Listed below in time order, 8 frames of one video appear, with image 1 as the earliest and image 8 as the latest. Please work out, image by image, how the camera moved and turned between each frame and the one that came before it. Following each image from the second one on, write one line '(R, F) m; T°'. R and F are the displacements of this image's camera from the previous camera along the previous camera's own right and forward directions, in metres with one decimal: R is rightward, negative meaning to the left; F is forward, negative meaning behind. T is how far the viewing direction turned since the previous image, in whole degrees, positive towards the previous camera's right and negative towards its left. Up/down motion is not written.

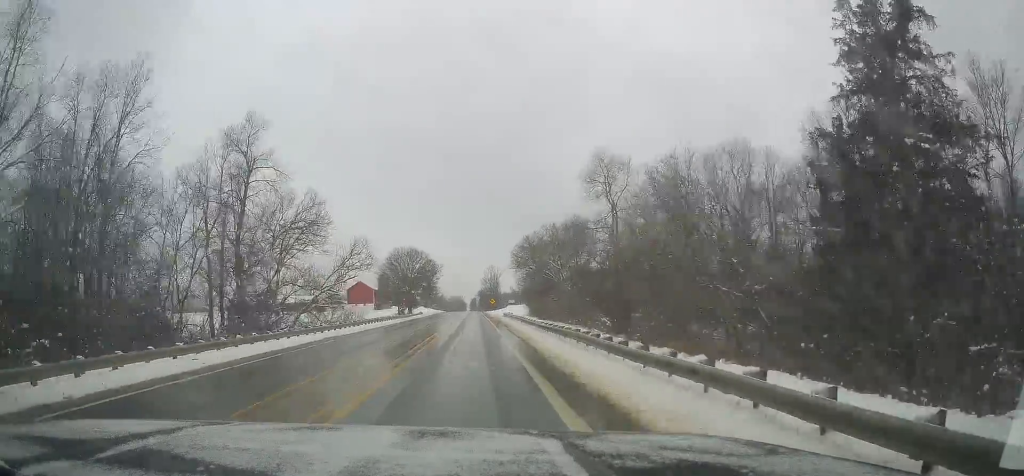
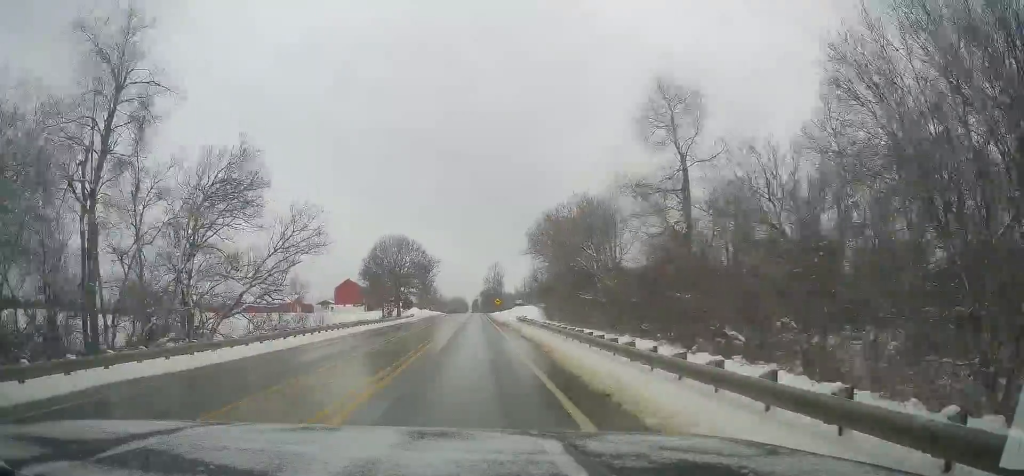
(+0.4, +21.3) m; +1°
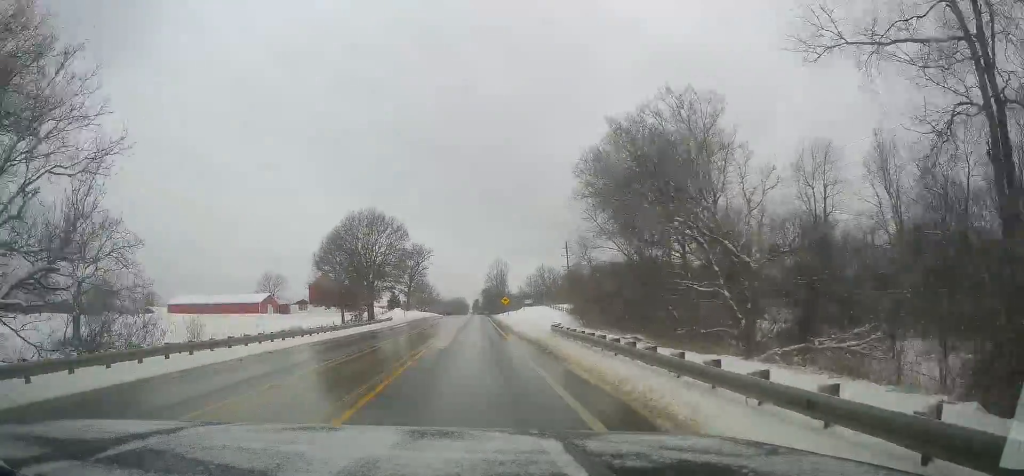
(0.0, +28.8) m; 0°
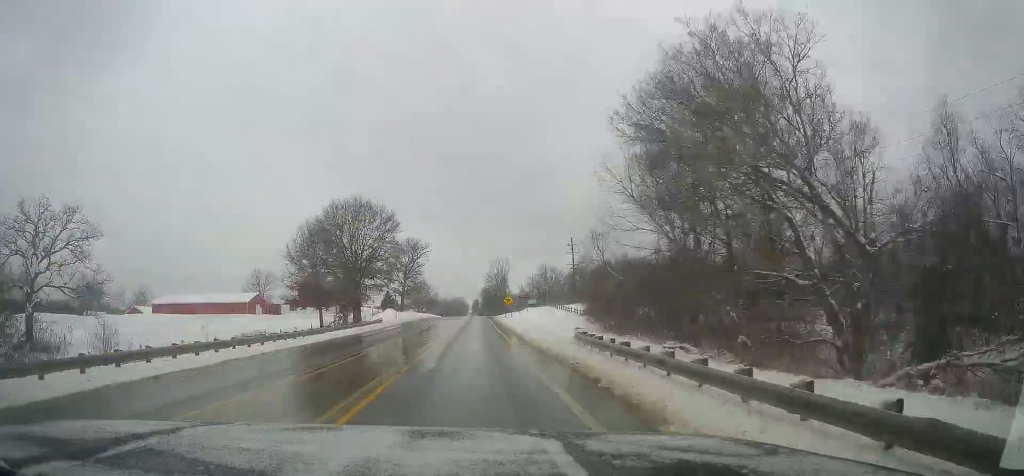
(+0.1, +9.2) m; -1°
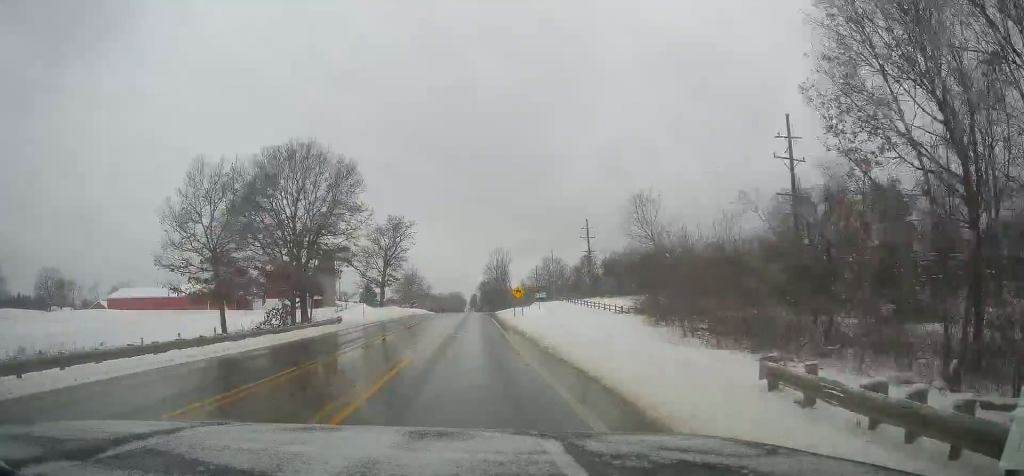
(-0.4, +22.2) m; 0°
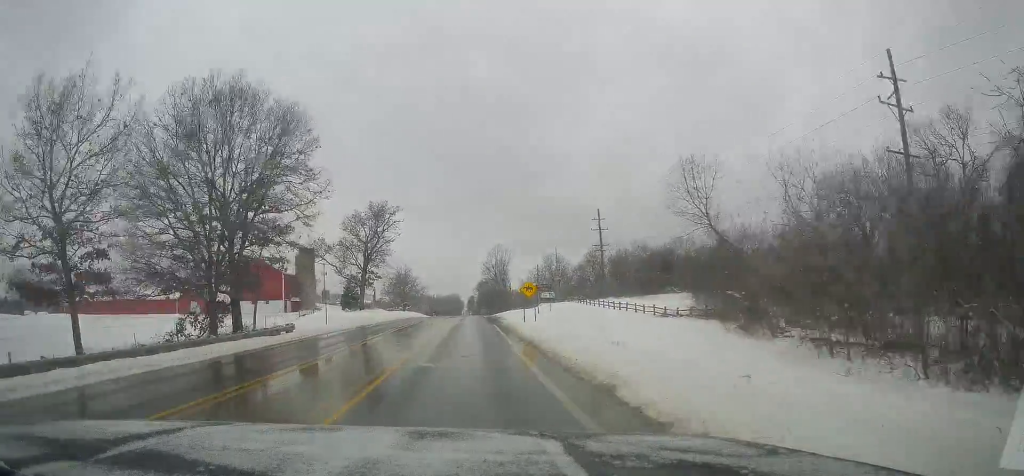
(0.0, +14.2) m; +1°
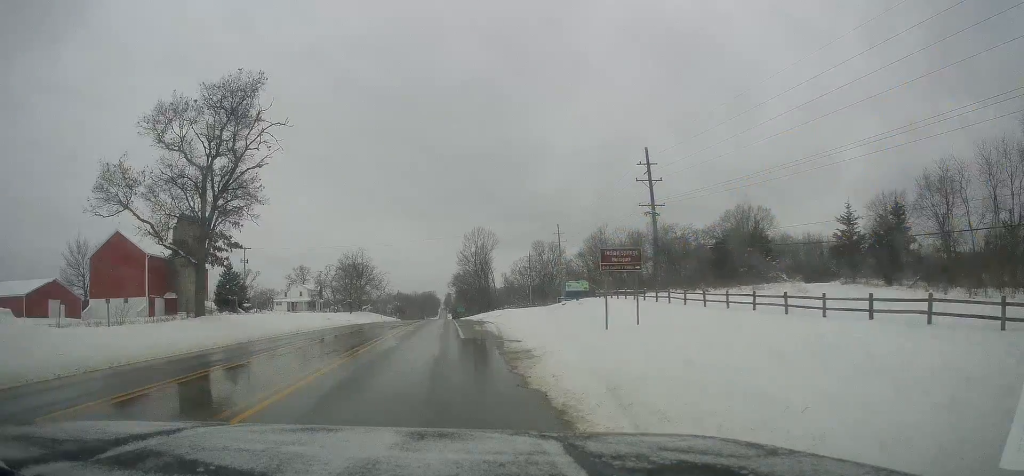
(+0.7, +43.9) m; +1°
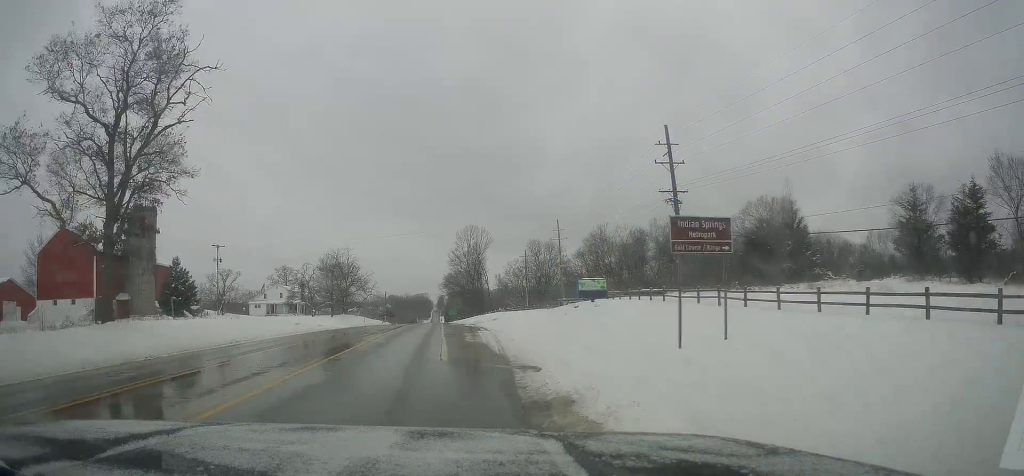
(0.0, +10.5) m; +1°
